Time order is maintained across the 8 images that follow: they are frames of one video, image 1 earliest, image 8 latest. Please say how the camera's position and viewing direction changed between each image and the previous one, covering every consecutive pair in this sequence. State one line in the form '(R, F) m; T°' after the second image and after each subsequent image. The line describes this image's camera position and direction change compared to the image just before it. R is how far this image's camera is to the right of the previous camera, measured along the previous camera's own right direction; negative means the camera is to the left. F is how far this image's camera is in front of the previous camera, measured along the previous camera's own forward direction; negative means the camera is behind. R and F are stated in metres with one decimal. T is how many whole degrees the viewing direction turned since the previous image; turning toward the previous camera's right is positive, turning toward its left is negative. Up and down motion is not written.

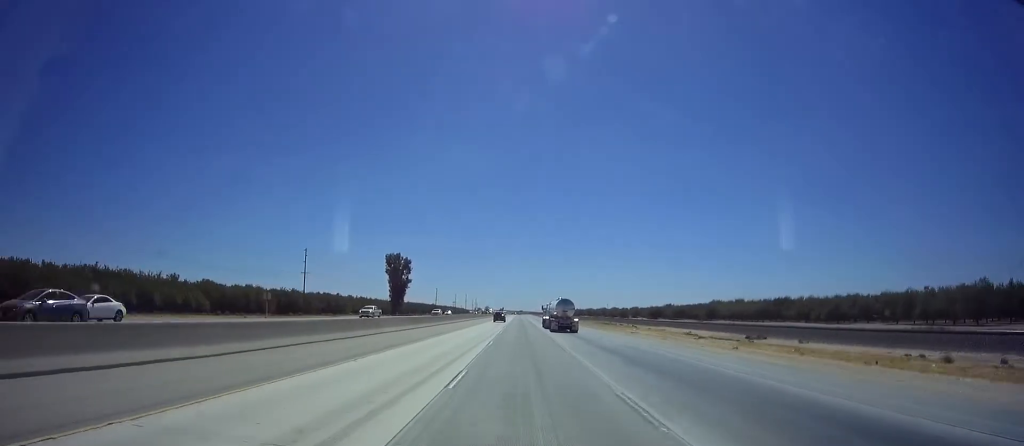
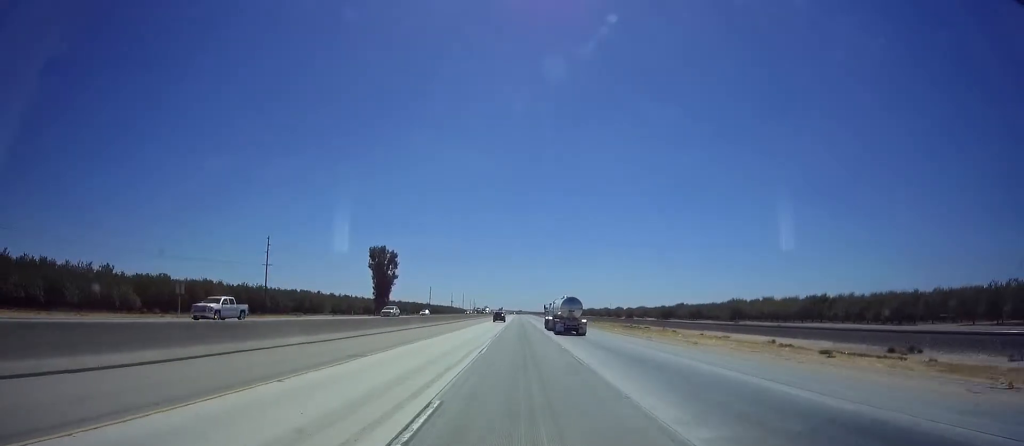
(-0.5, +20.0) m; 0°
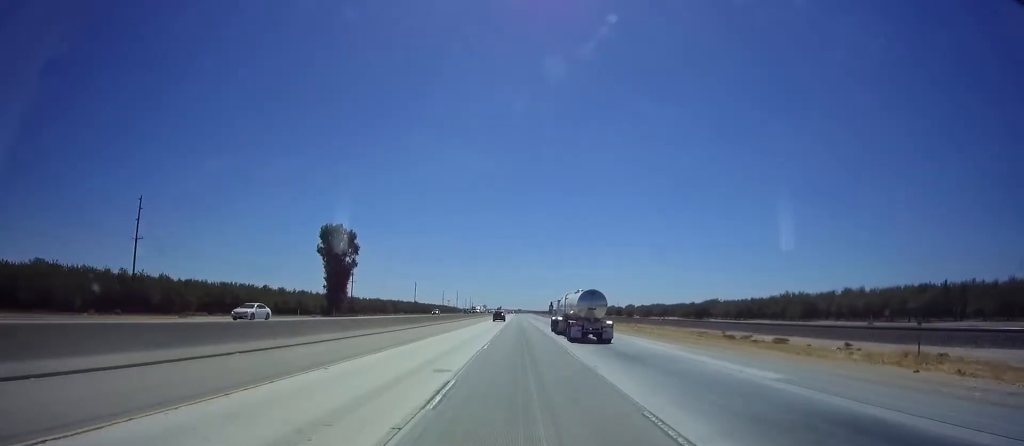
(+0.3, +41.1) m; +1°
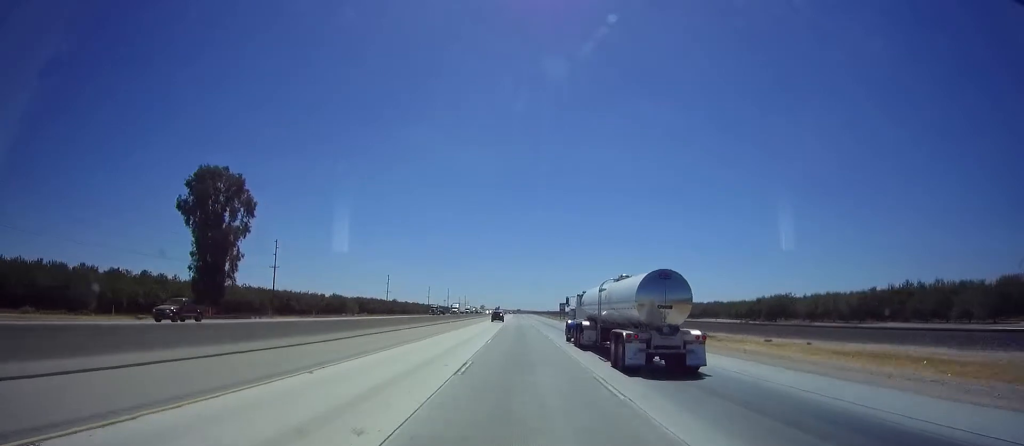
(+0.3, +53.4) m; 0°
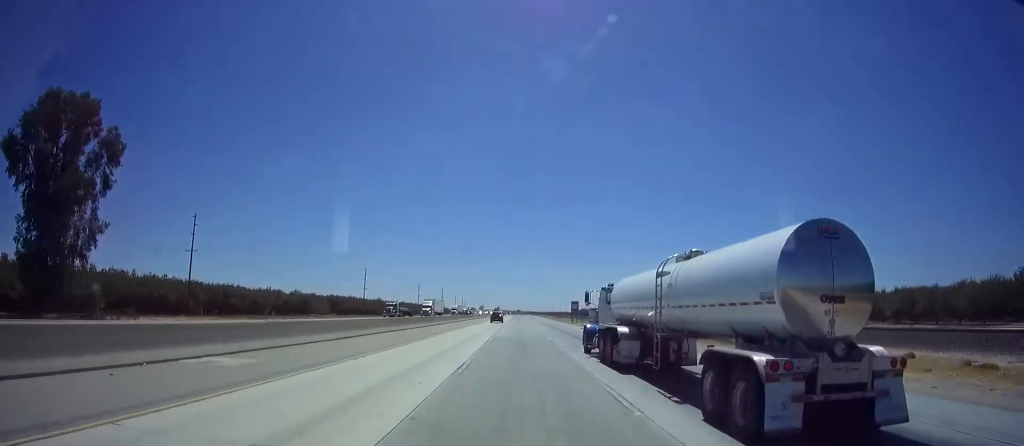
(-0.2, +31.2) m; -1°
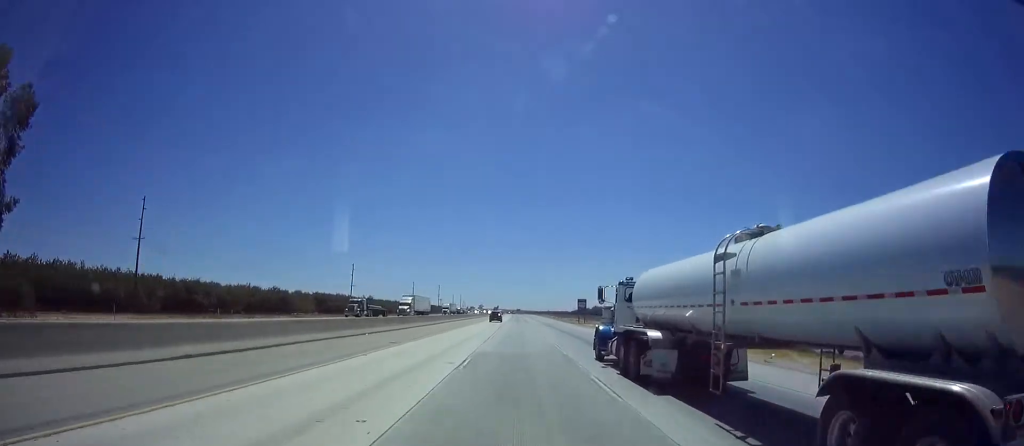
(-0.3, +13.4) m; 0°
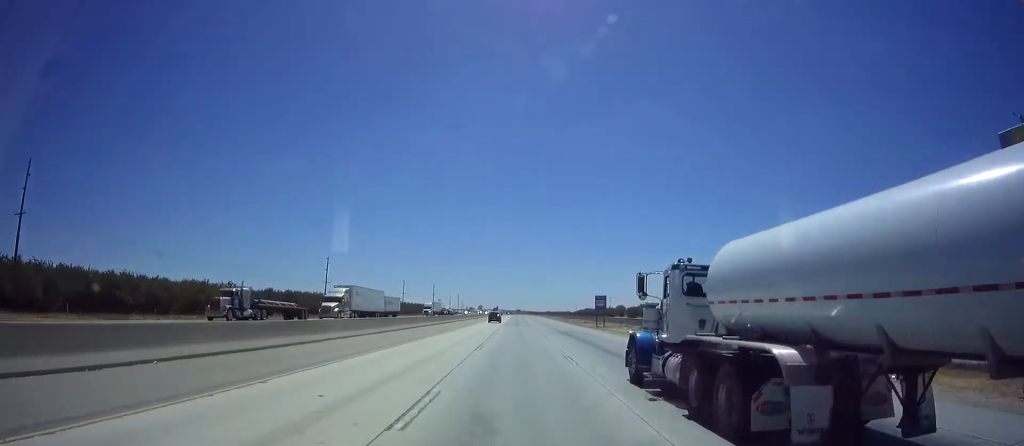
(+0.1, +22.2) m; 0°
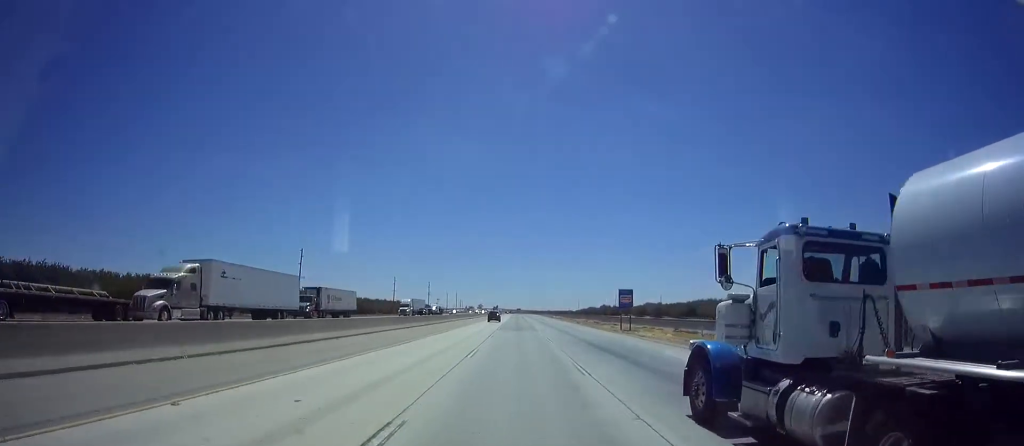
(+0.2, +17.8) m; +1°
